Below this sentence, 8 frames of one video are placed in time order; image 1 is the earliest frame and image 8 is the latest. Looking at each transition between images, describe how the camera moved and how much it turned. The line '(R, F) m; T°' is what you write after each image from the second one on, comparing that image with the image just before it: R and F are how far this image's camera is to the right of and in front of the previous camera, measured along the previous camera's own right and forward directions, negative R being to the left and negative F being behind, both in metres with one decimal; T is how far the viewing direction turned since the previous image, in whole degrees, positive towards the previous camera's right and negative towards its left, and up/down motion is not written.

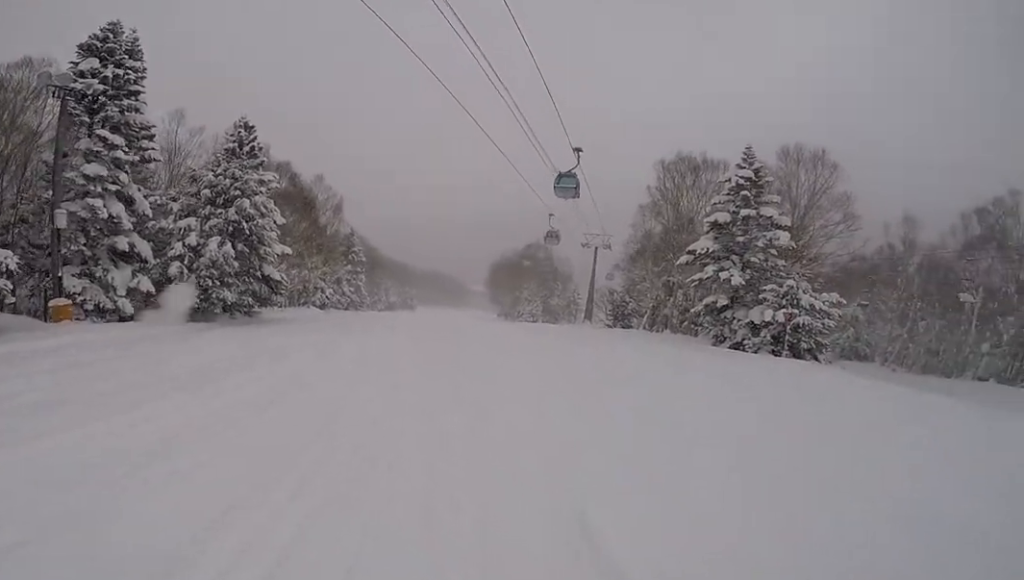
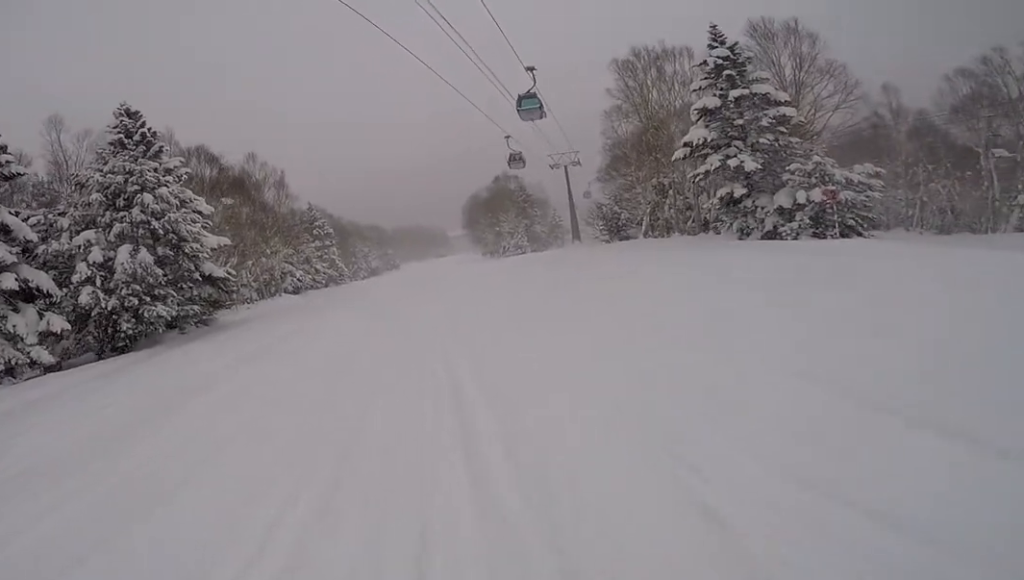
(-0.3, +4.1) m; 0°
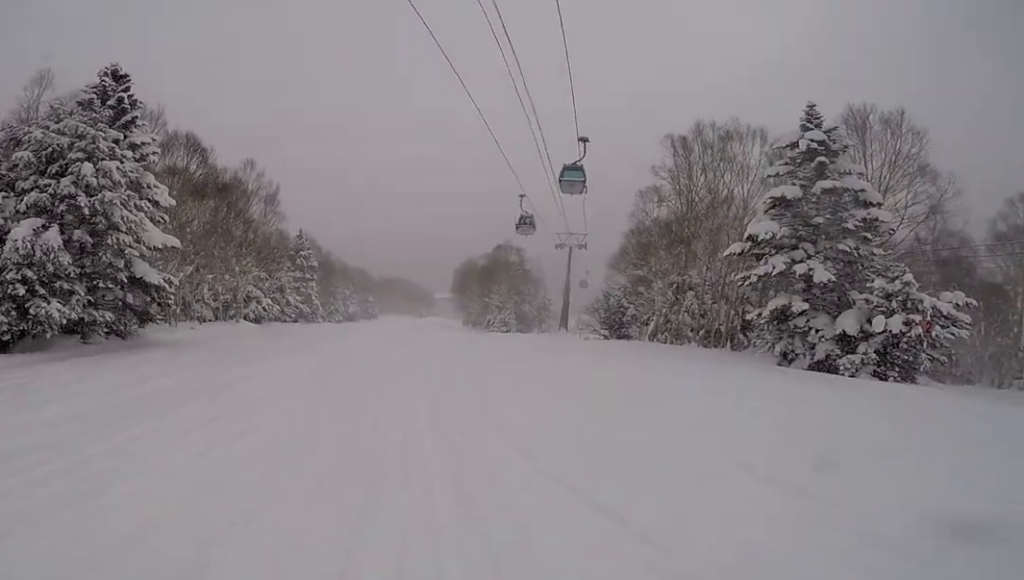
(0.0, +4.7) m; +2°
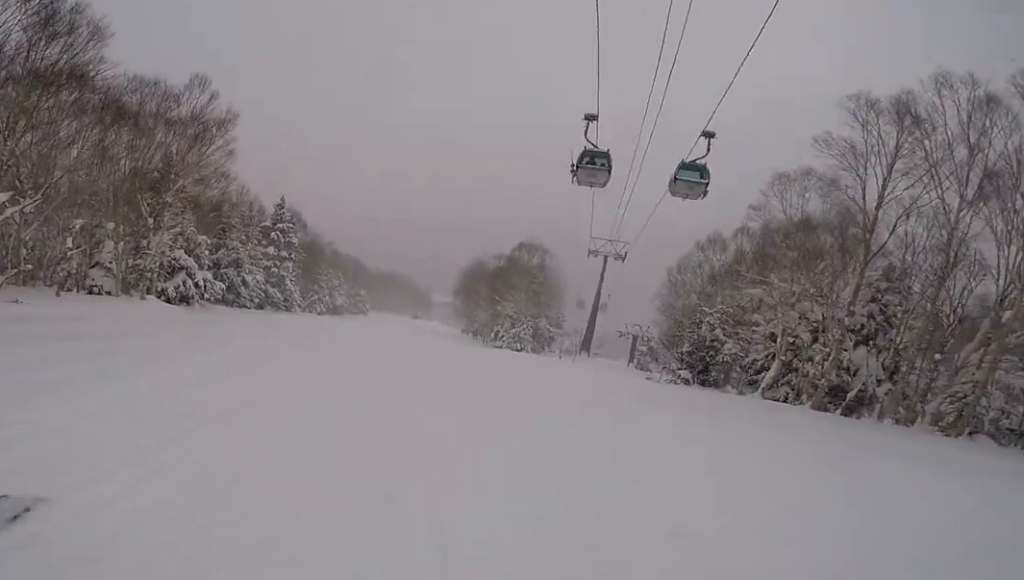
(+0.7, +13.0) m; +1°
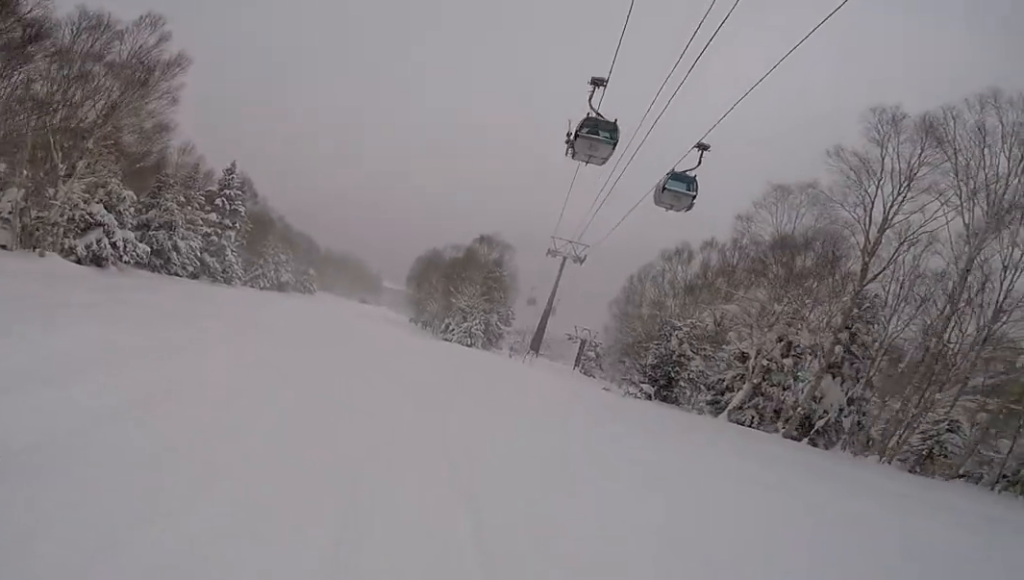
(+0.1, +3.0) m; -2°
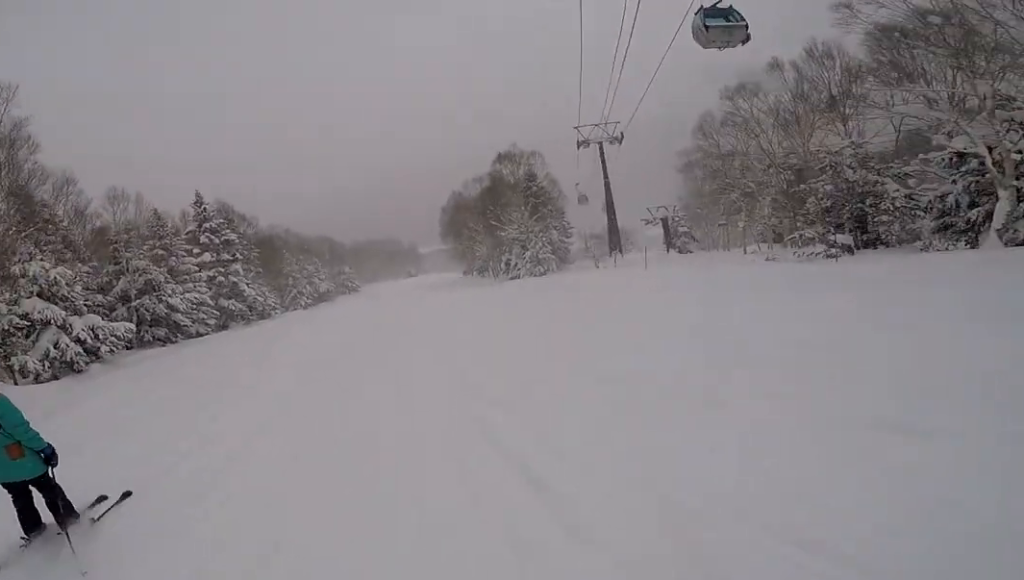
(-0.5, +7.3) m; -1°
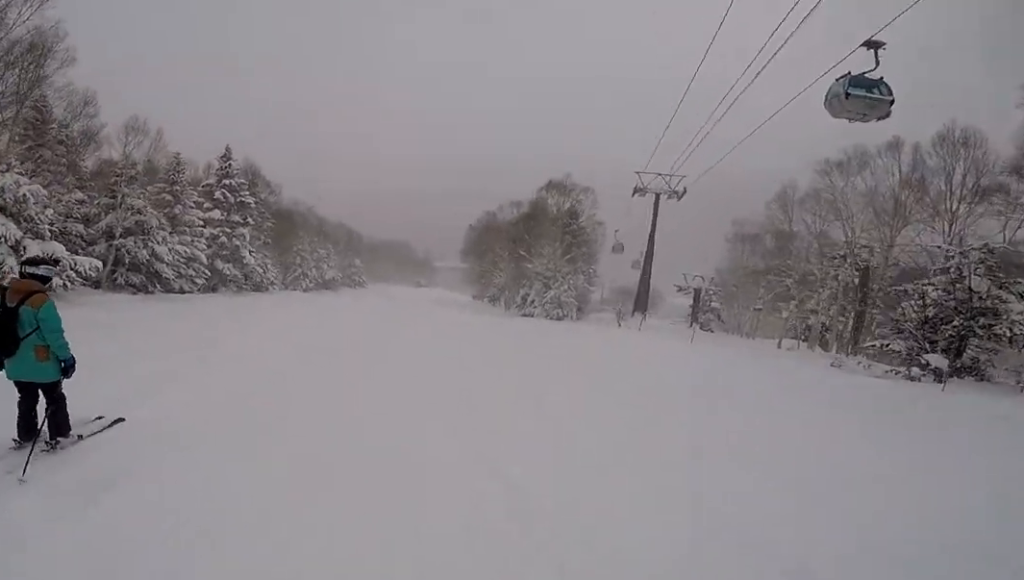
(+0.2, +3.2) m; 0°
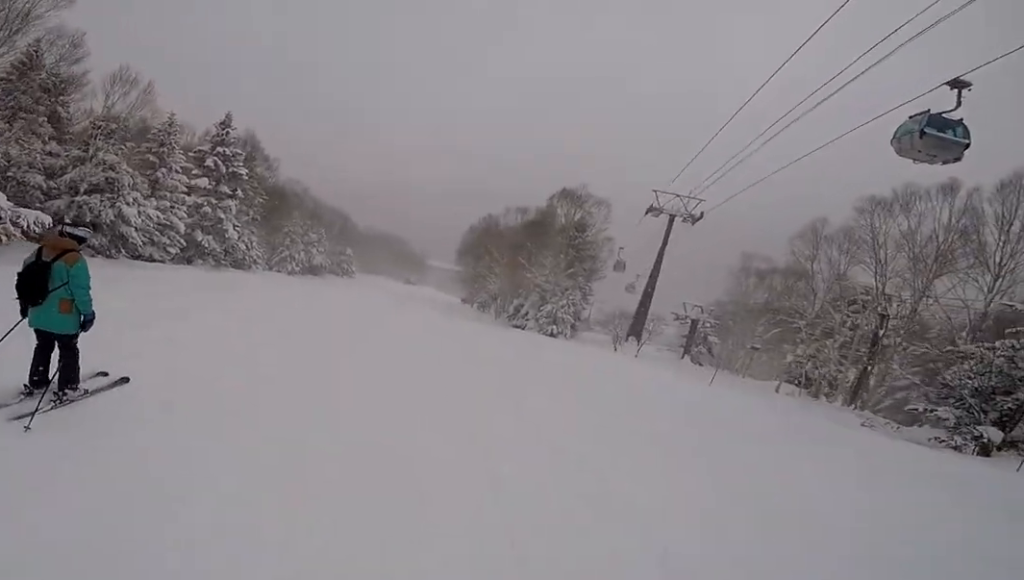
(+0.2, +2.7) m; 0°
